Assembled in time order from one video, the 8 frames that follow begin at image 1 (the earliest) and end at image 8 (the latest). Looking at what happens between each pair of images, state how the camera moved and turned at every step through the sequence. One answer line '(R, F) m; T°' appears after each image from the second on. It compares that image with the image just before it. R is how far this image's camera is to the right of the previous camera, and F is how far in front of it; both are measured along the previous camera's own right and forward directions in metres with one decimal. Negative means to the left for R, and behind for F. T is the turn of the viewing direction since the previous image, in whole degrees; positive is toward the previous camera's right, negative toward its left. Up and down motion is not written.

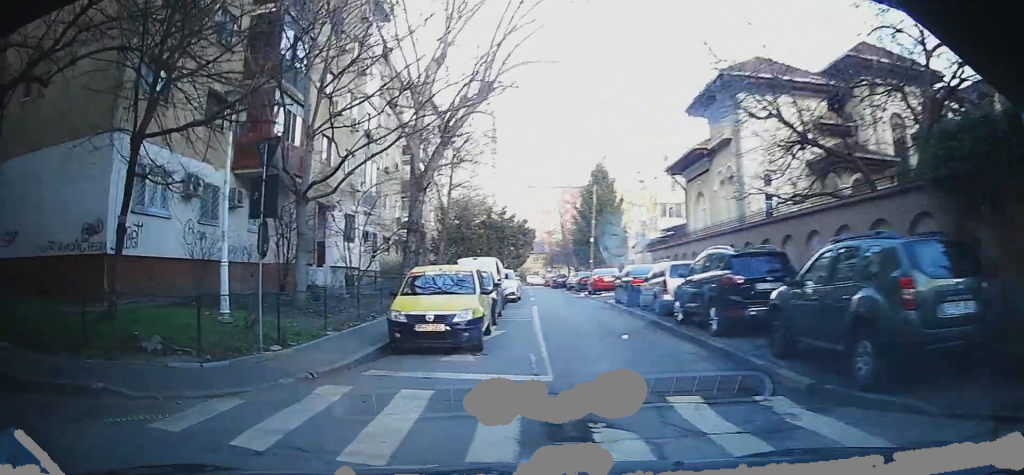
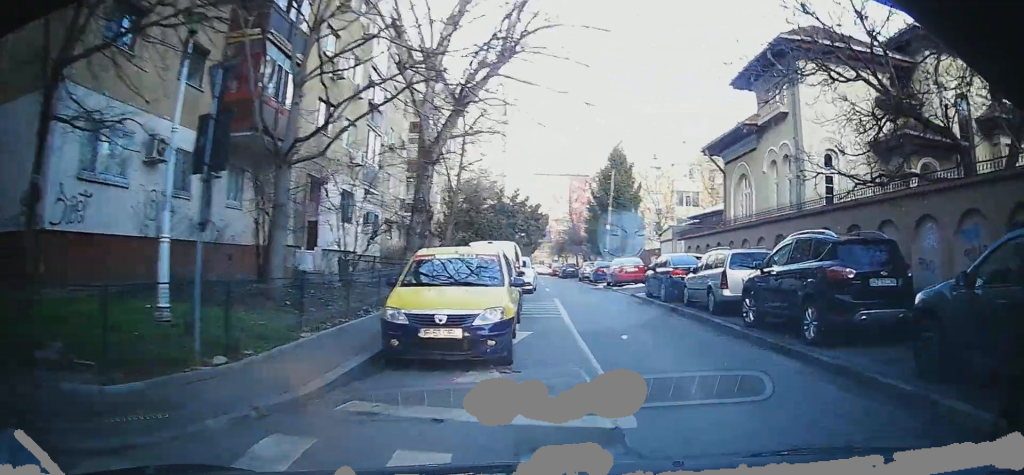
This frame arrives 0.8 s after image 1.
(+0.5, +2.8) m; +8°
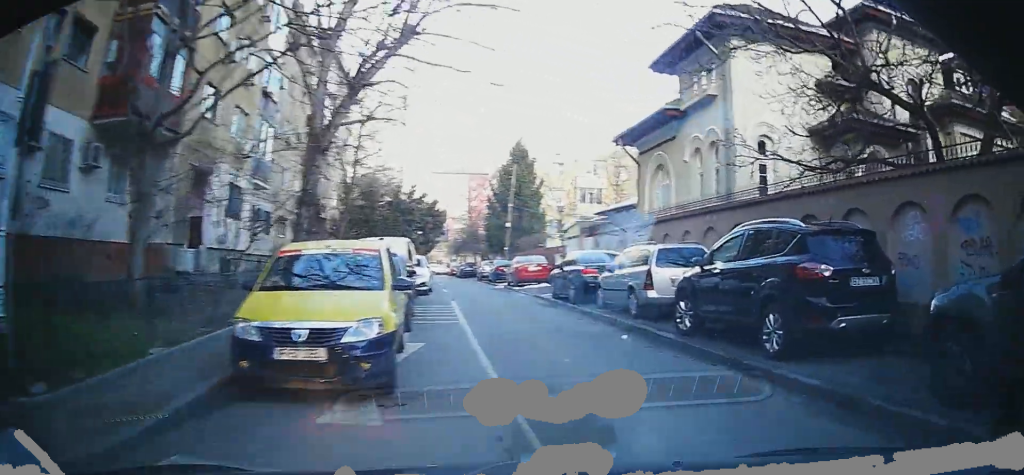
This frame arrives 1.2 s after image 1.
(-0.3, +1.9) m; +7°
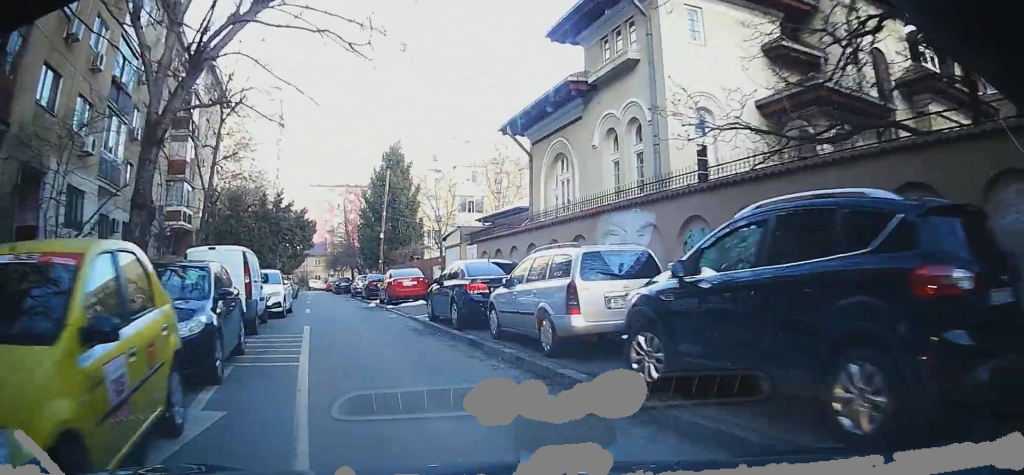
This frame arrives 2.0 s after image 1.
(+0.4, +3.6) m; +10°
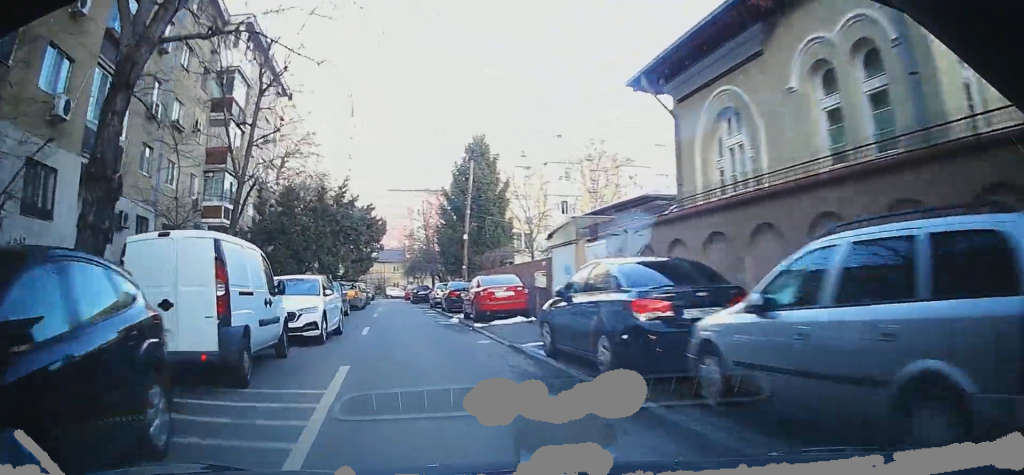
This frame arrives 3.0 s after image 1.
(+0.8, +5.5) m; 0°
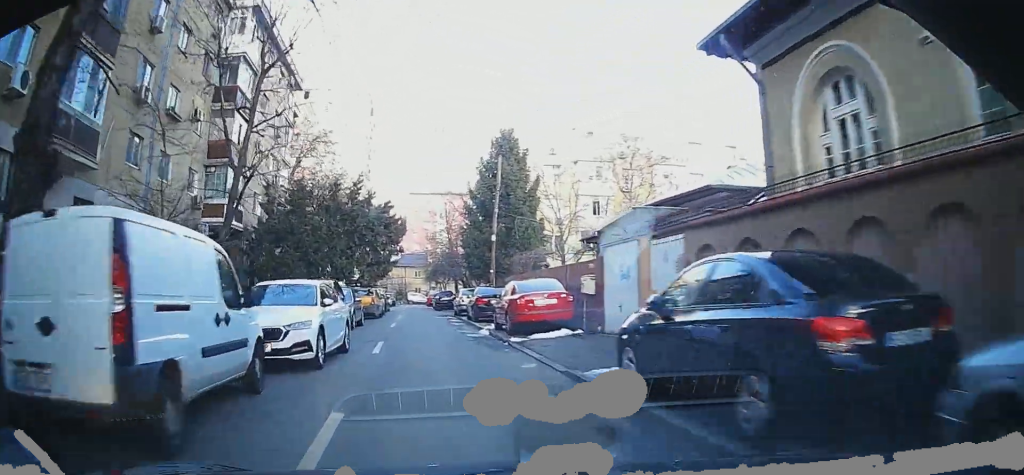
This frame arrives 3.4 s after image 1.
(-0.1, +2.7) m; -7°
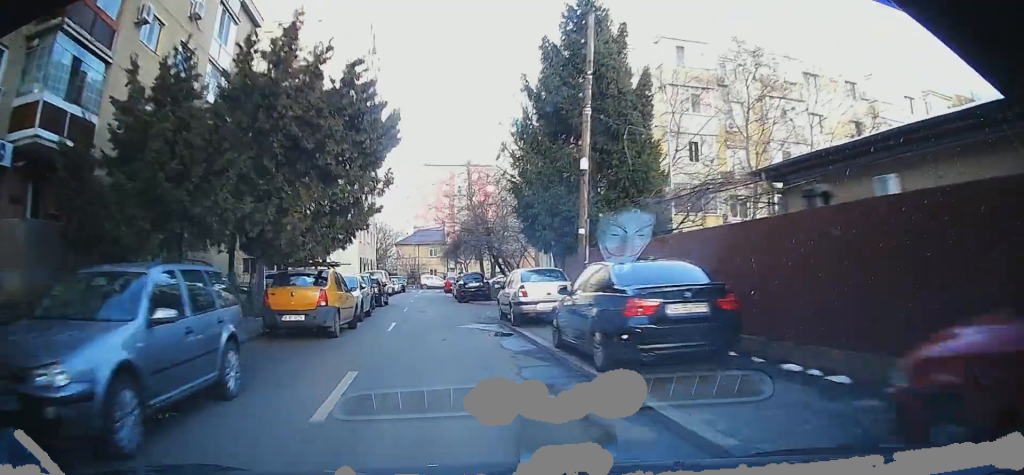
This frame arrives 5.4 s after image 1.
(-1.3, +15.9) m; -2°
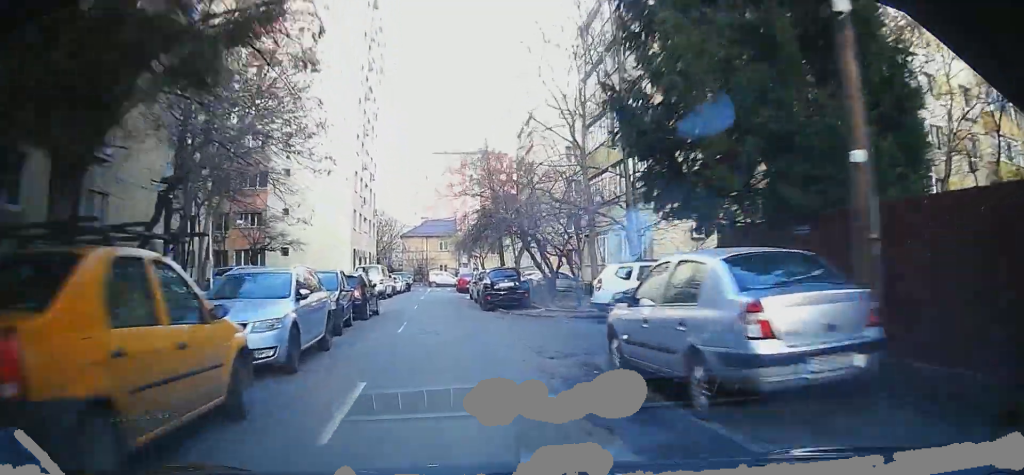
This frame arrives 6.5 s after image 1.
(-0.2, +10.5) m; -2°
